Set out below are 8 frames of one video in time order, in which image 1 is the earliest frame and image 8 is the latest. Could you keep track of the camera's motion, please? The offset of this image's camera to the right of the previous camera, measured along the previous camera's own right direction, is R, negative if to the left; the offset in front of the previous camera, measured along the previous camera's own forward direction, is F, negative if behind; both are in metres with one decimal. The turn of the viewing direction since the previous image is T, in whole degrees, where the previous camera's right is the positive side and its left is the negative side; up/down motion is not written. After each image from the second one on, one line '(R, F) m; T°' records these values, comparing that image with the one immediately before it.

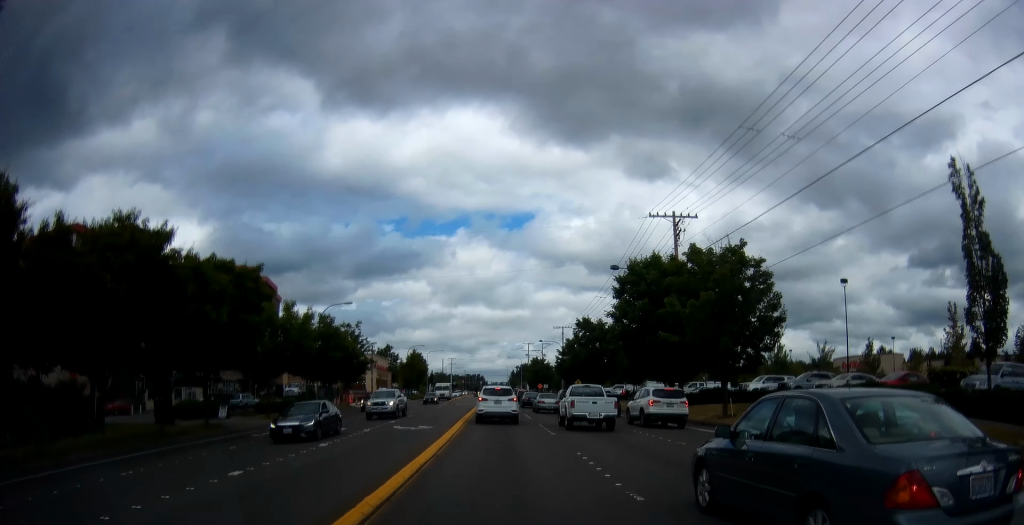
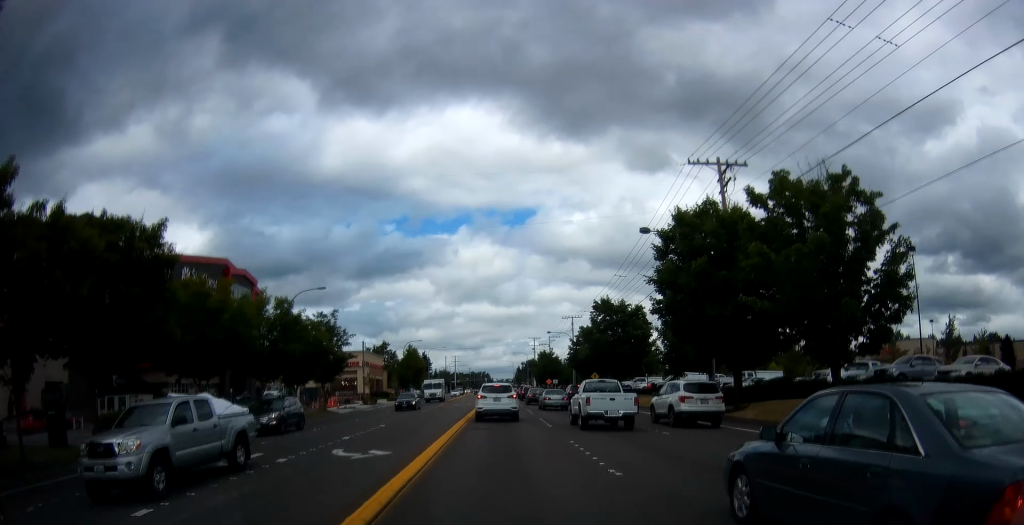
(-0.2, +9.9) m; -1°
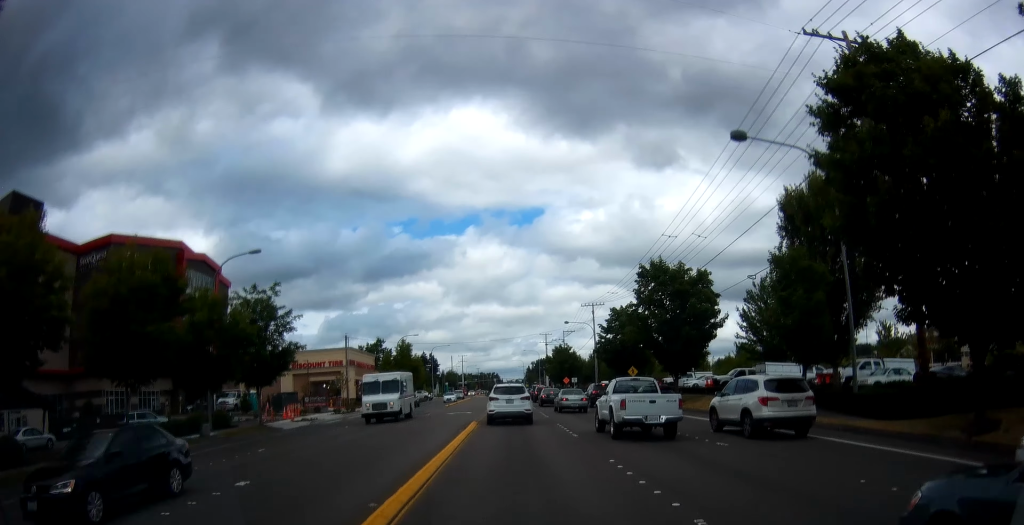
(0.0, +16.6) m; 0°
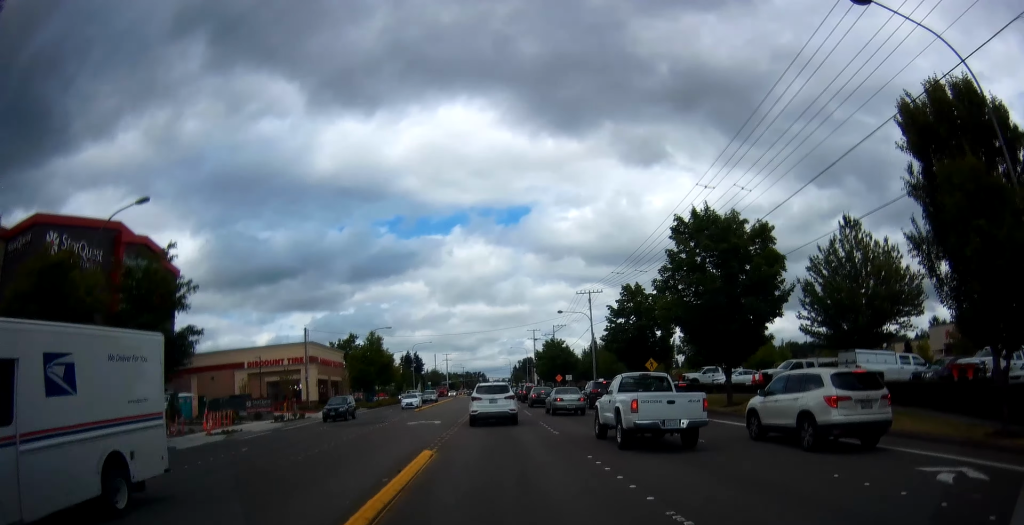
(0.0, +12.1) m; 0°
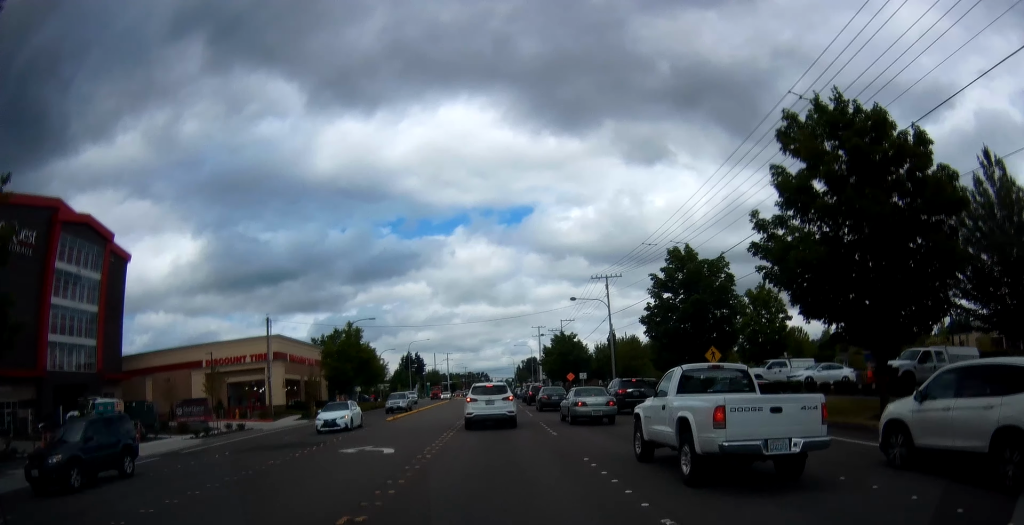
(0.0, +12.7) m; 0°
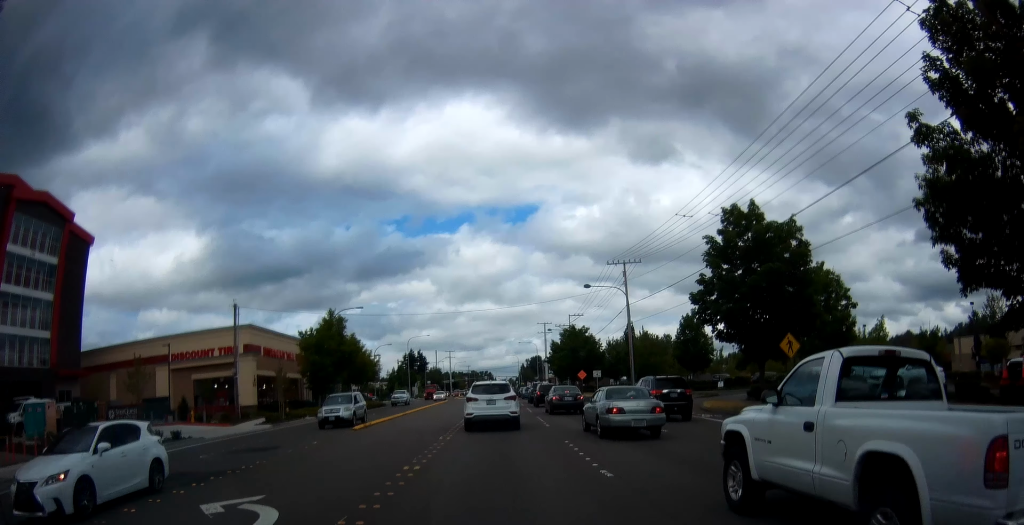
(0.0, +8.4) m; 0°
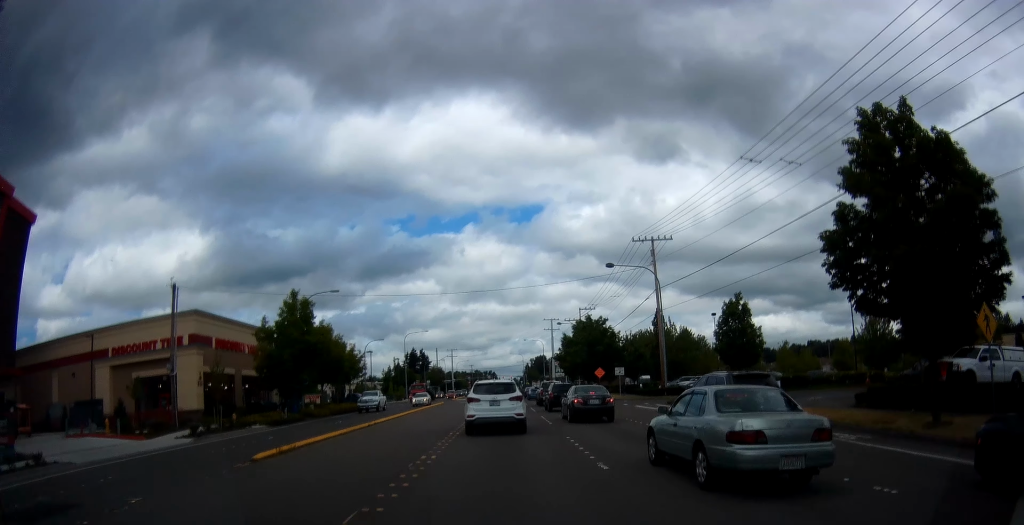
(0.0, +11.1) m; +3°
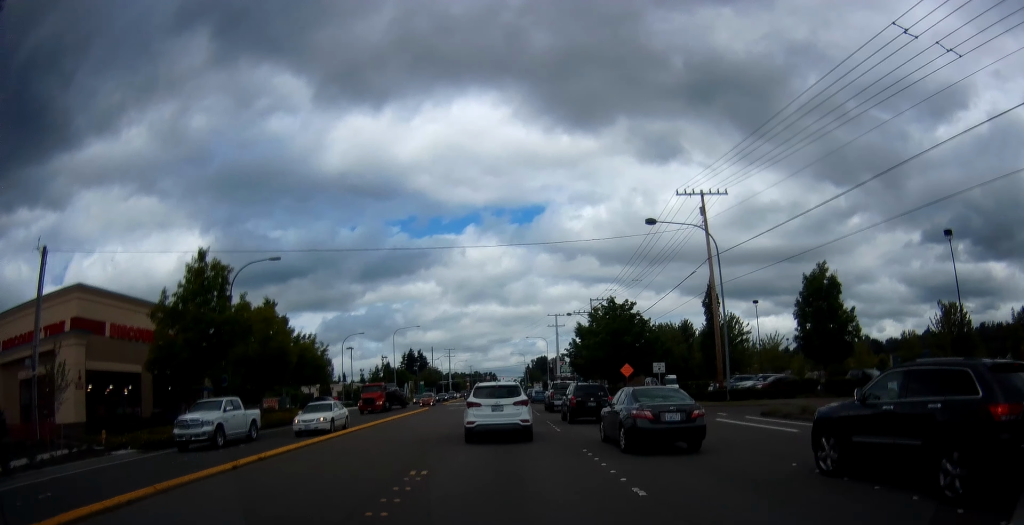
(+0.6, +15.1) m; 0°
